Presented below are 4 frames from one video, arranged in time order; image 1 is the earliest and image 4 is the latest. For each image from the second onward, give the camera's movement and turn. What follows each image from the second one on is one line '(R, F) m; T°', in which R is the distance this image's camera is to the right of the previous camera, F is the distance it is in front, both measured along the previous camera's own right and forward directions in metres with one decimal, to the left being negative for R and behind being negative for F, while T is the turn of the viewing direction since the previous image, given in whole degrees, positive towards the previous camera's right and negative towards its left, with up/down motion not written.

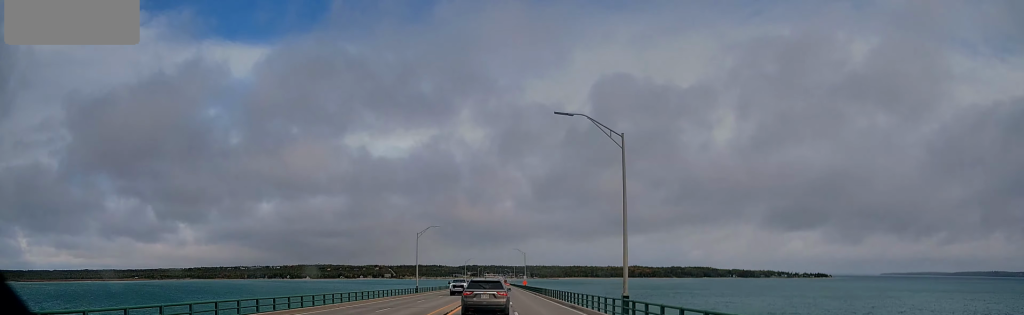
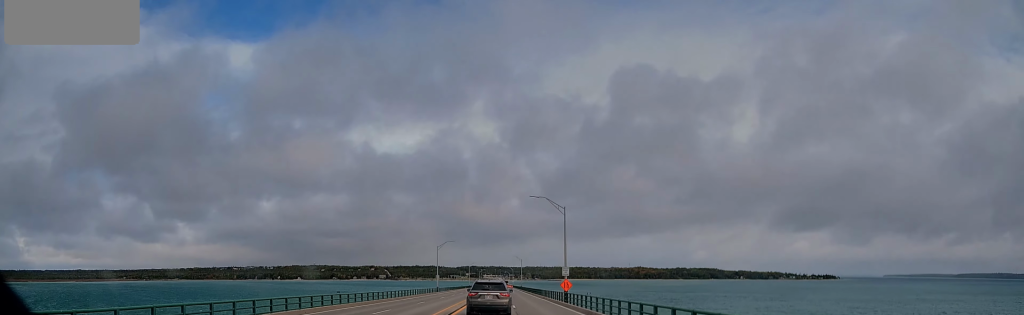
(-0.1, +73.8) m; 0°
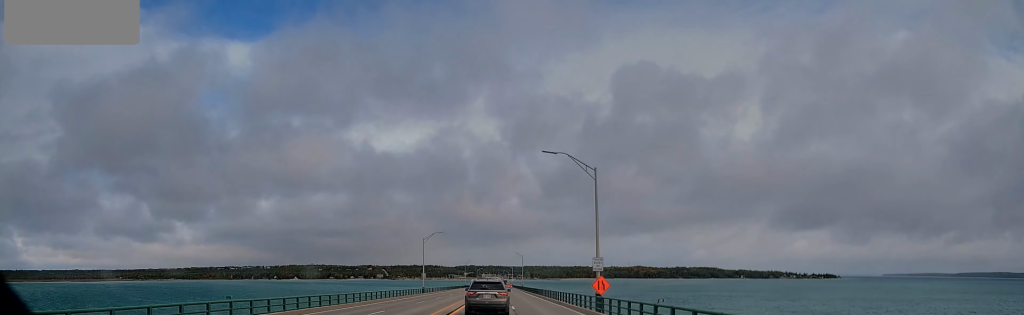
(+0.1, +14.2) m; -1°
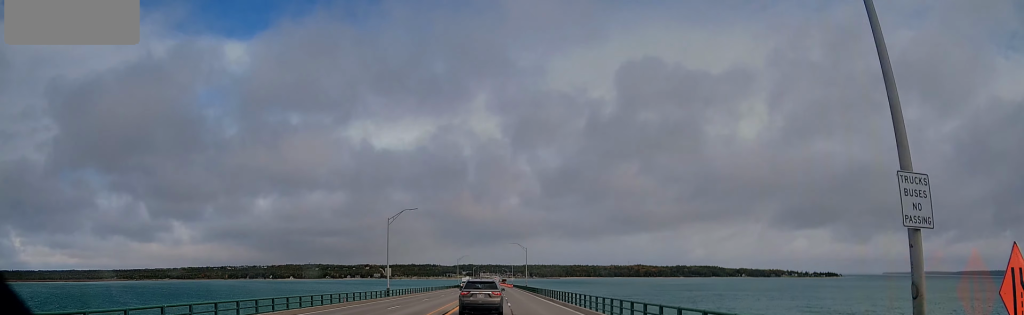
(-0.3, +23.9) m; 0°
